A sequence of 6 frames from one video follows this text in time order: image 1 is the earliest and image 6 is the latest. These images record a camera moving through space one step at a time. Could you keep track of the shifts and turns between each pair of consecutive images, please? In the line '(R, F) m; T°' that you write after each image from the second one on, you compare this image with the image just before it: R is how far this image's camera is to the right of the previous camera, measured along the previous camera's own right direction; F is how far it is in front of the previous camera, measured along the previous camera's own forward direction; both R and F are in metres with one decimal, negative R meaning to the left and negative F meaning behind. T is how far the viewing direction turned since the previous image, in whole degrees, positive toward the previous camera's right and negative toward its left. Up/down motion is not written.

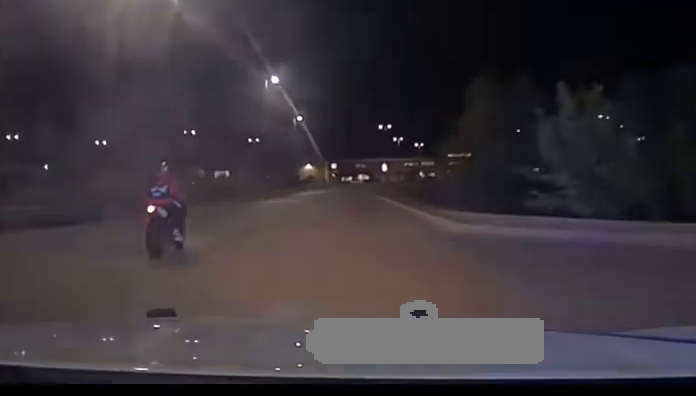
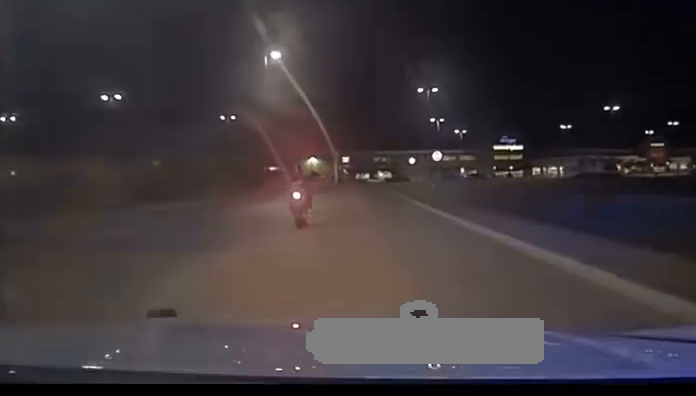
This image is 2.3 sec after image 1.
(-0.9, +62.4) m; -2°
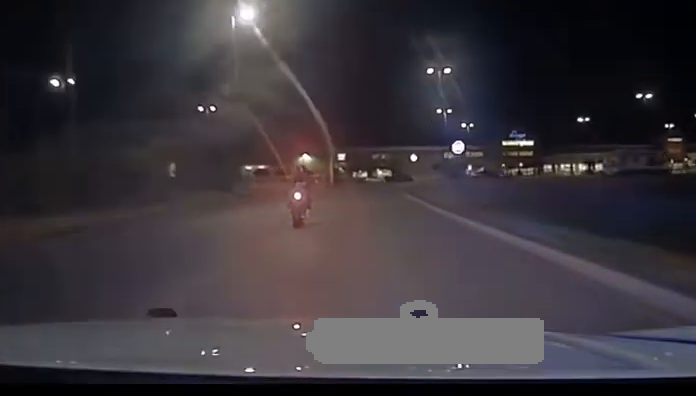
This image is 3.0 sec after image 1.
(-0.1, +18.1) m; 0°
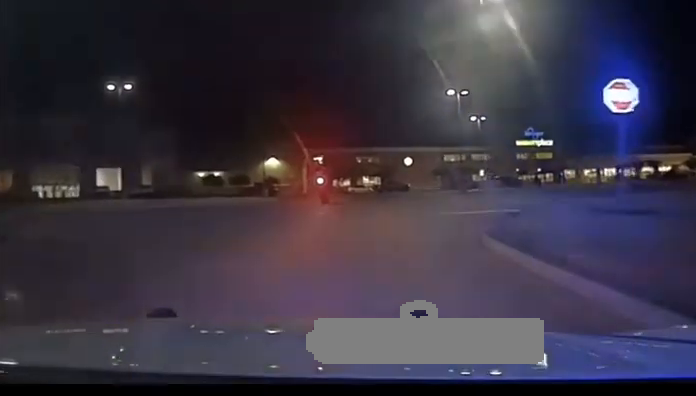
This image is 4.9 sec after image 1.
(-0.8, +37.9) m; -1°
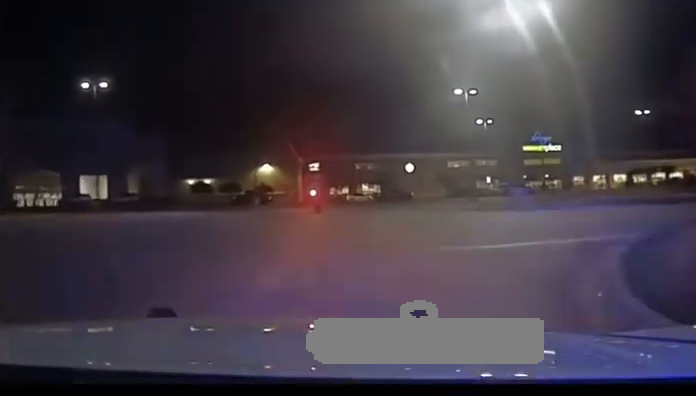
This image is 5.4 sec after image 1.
(-0.4, +7.2) m; +1°
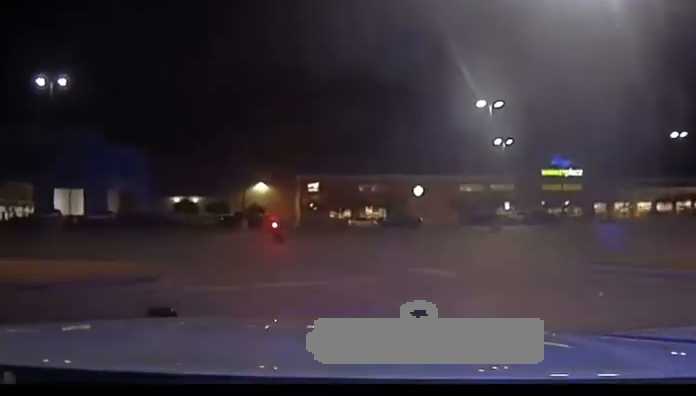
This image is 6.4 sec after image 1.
(+1.4, +8.0) m; +4°
